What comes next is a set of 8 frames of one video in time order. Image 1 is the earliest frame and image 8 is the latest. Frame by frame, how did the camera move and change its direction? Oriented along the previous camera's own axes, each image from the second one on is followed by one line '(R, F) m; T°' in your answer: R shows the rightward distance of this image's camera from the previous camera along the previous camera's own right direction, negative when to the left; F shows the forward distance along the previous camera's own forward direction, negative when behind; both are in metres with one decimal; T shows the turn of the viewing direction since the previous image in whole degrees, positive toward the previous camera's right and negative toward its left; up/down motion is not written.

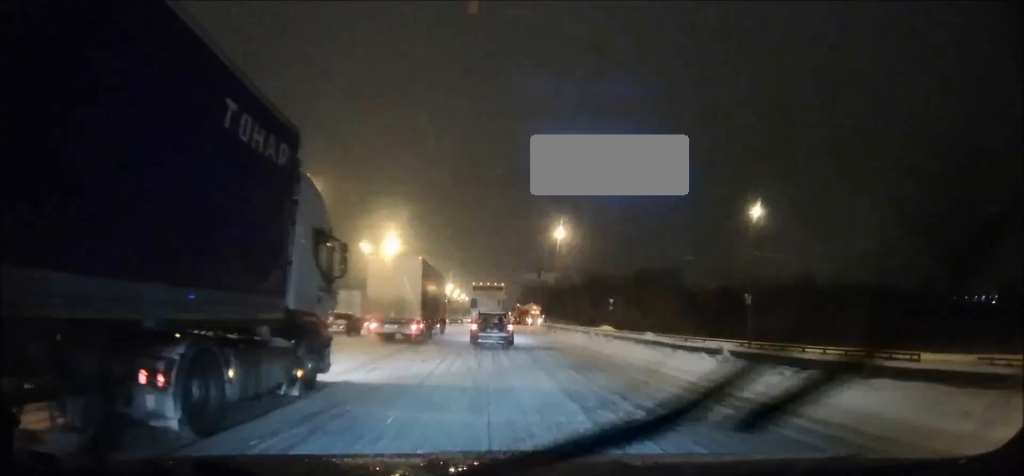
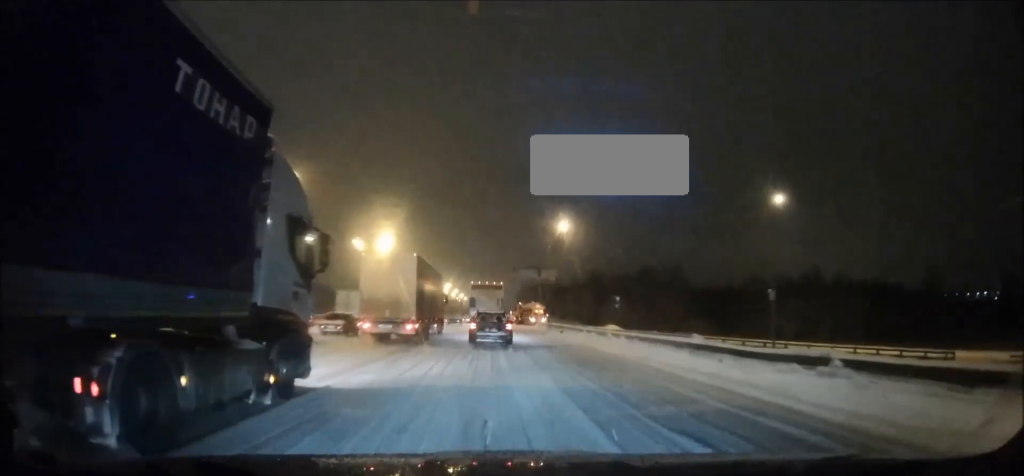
(-0.1, +4.0) m; -1°
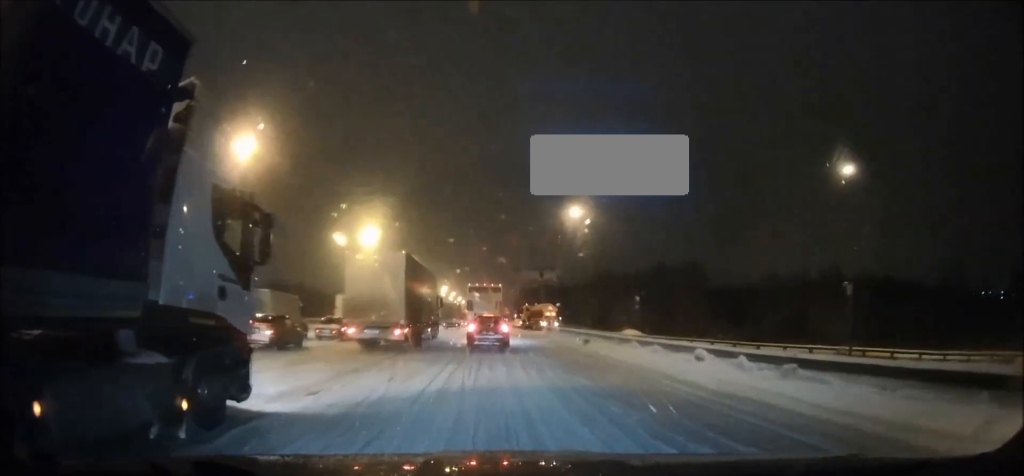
(+0.2, +9.2) m; +2°
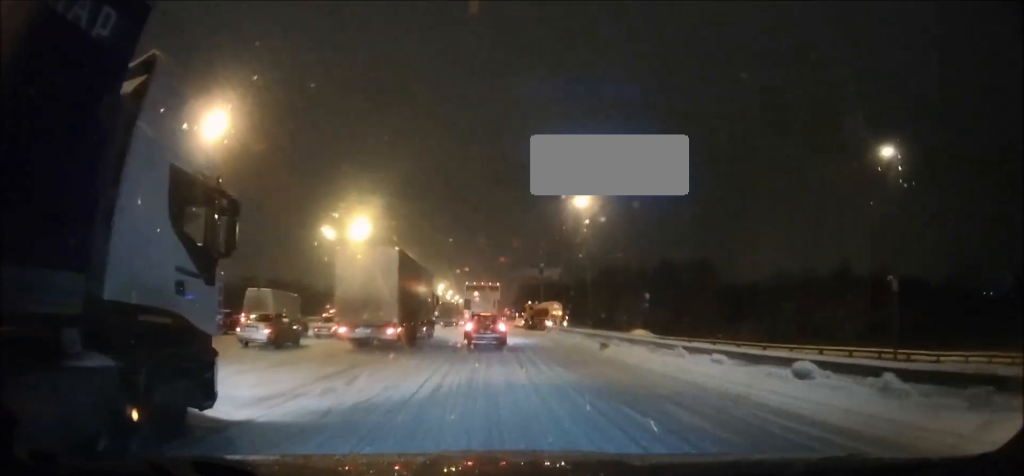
(0.0, +4.2) m; 0°
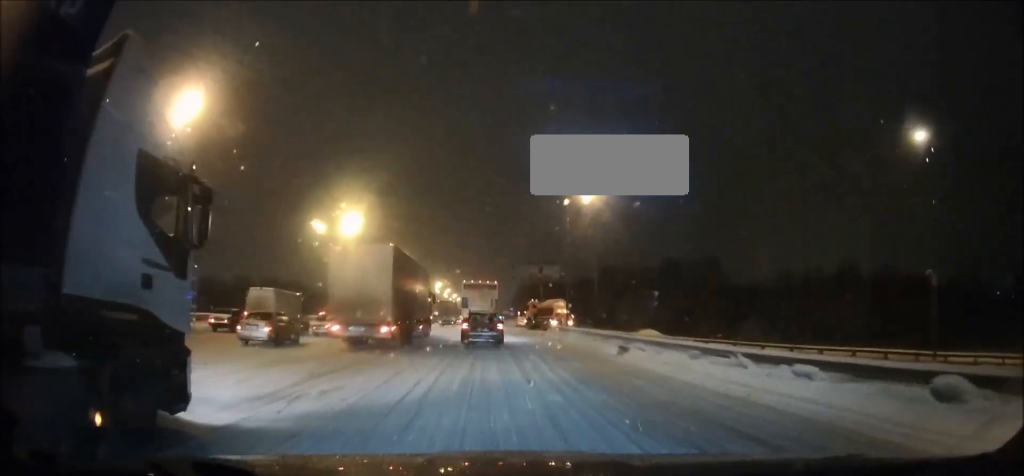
(-0.1, +3.3) m; -1°
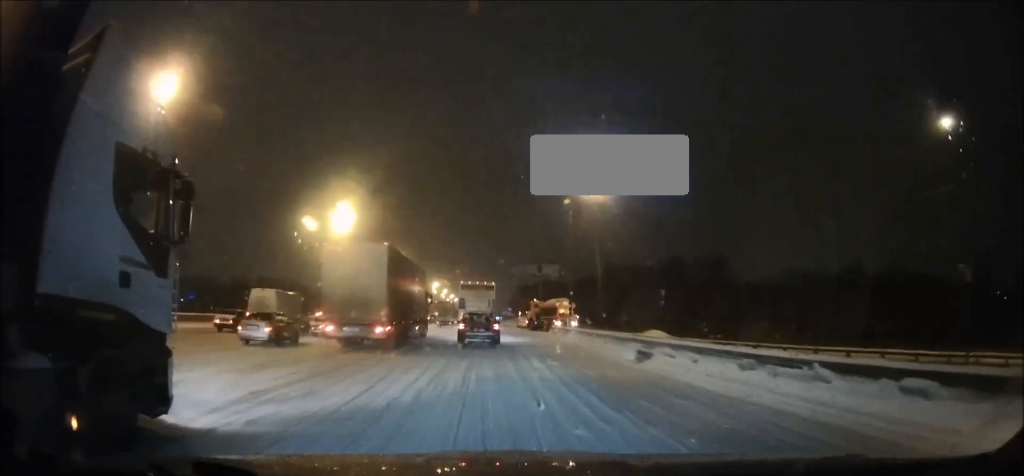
(0.0, +2.6) m; 0°
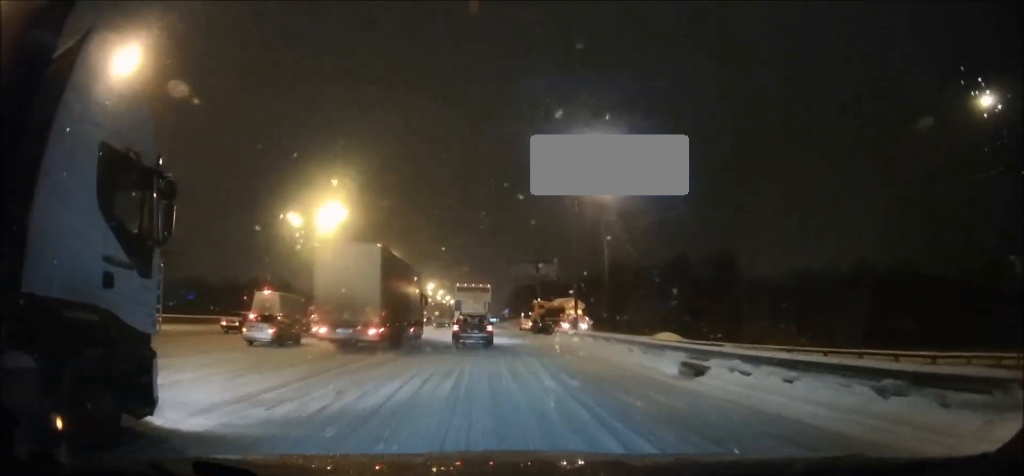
(0.0, +4.2) m; +1°
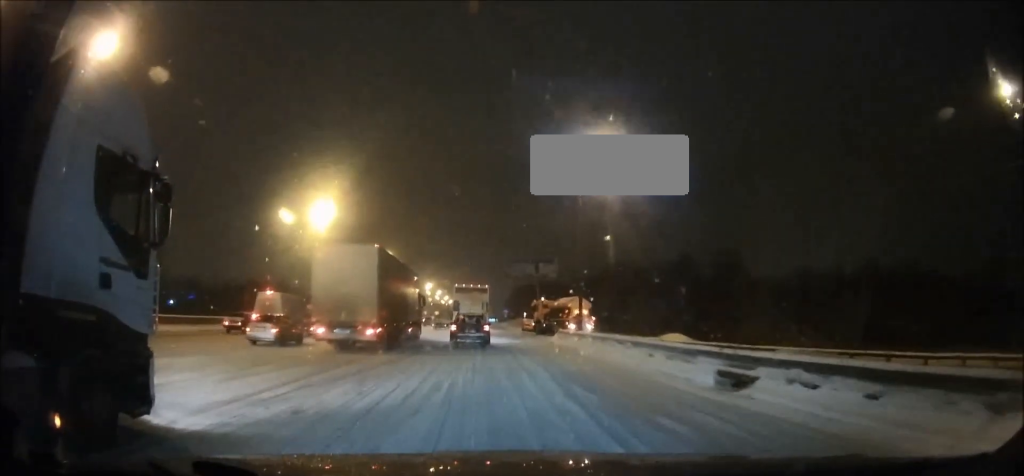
(0.0, +2.2) m; +1°
